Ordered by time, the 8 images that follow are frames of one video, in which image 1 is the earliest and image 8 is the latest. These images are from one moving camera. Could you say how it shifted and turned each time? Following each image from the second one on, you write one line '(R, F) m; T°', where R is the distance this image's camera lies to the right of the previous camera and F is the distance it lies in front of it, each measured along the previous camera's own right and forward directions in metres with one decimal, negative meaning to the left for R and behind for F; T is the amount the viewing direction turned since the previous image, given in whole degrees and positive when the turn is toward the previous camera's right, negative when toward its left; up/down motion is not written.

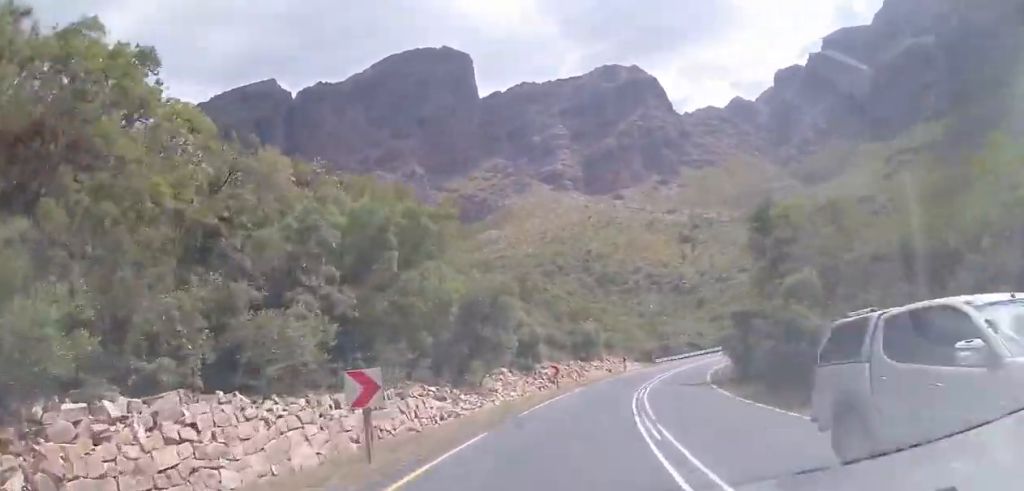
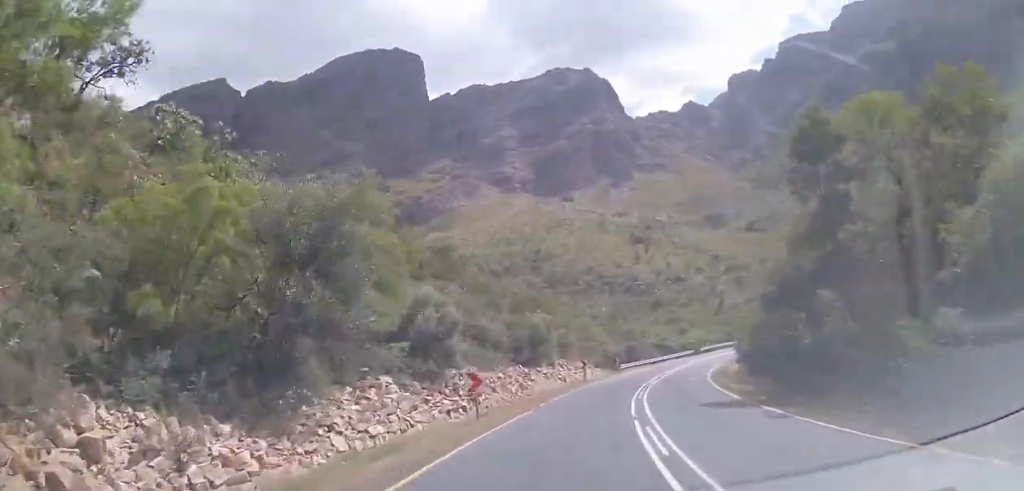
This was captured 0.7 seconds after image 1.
(+0.1, +14.1) m; +5°
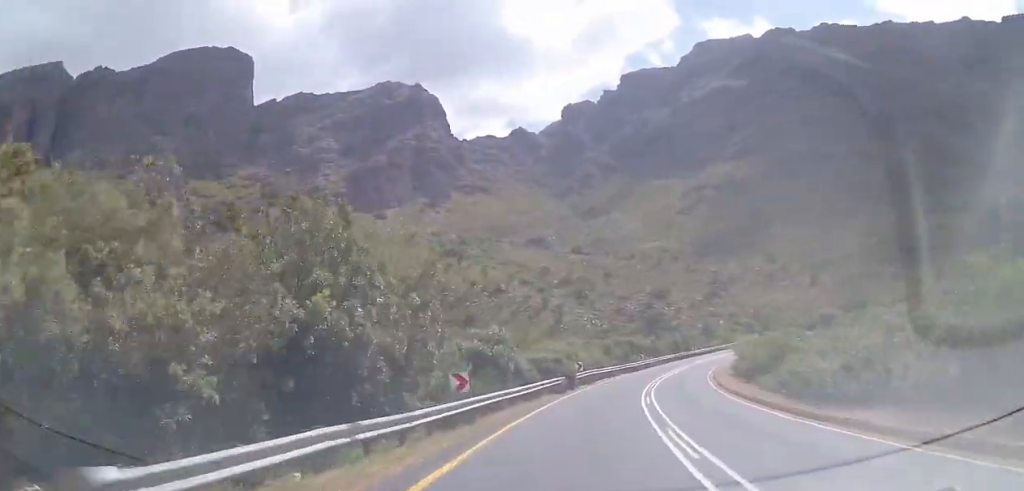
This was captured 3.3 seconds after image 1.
(+7.8, +49.2) m; +16°
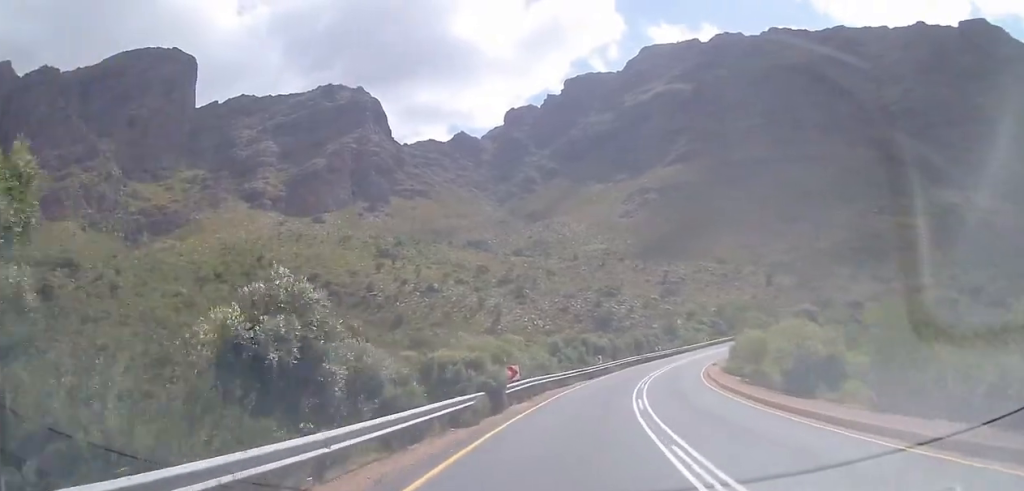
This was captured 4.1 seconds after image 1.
(+1.1, +15.1) m; +8°
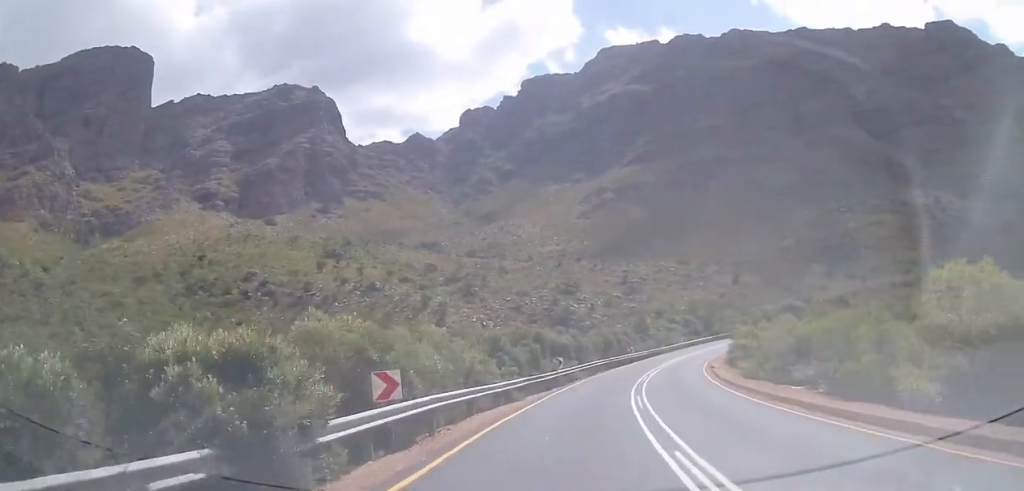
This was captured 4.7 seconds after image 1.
(+0.9, +13.3) m; +7°
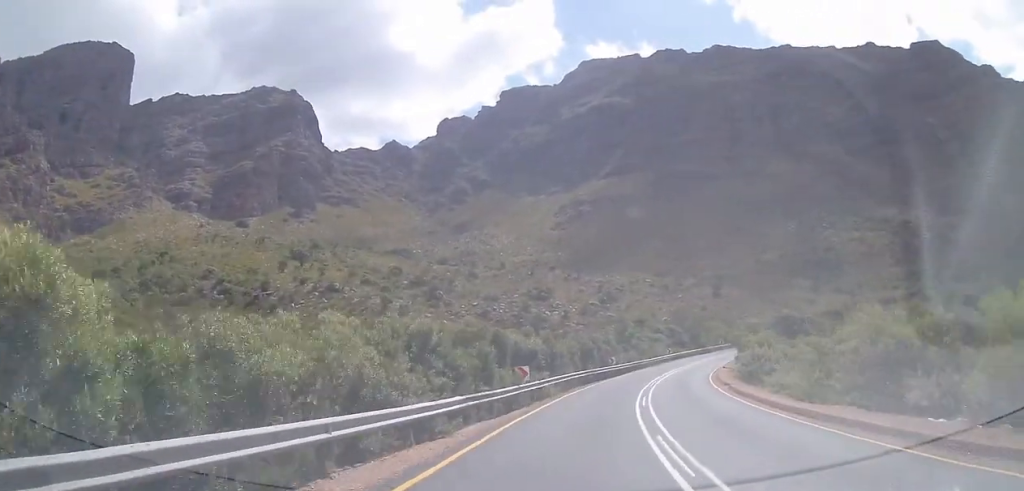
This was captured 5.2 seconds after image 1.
(+0.7, +9.4) m; +2°
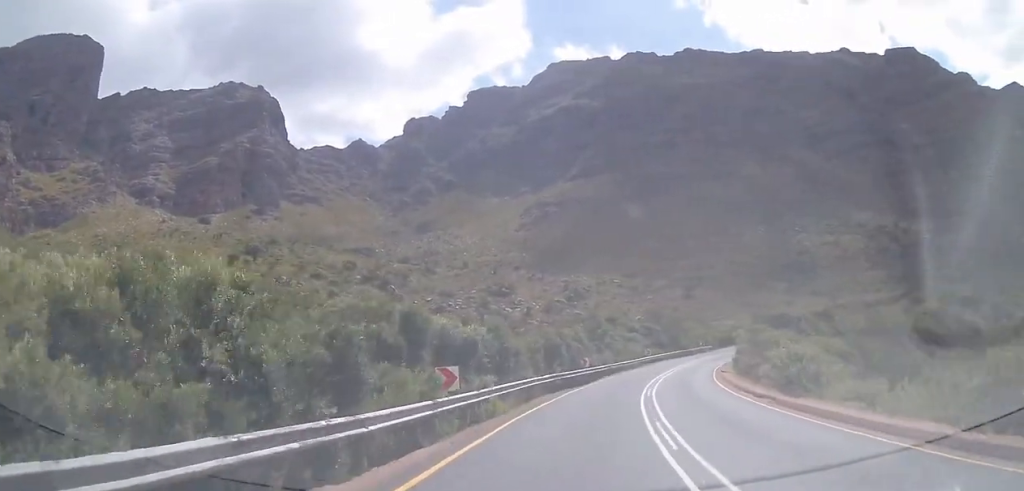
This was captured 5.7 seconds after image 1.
(+0.3, +10.1) m; +3°
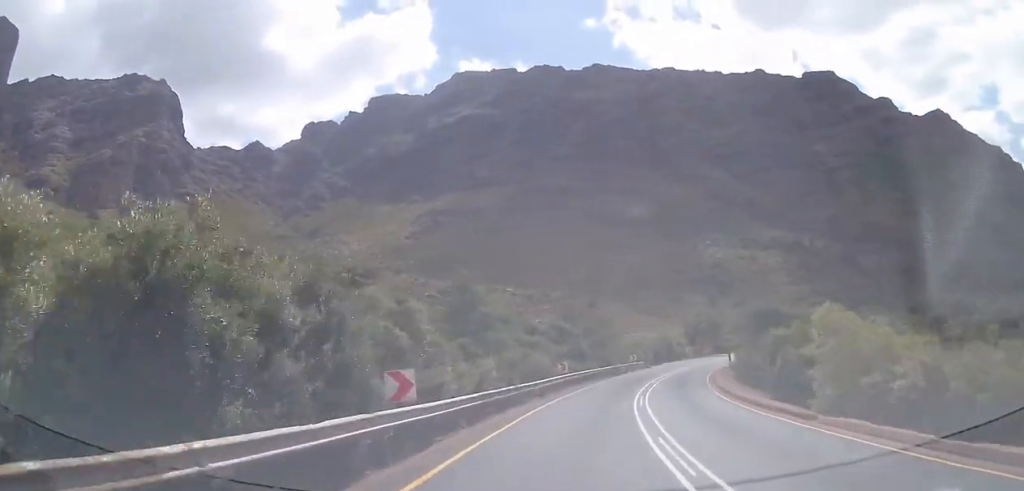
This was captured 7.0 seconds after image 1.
(+1.6, +26.2) m; +9°
